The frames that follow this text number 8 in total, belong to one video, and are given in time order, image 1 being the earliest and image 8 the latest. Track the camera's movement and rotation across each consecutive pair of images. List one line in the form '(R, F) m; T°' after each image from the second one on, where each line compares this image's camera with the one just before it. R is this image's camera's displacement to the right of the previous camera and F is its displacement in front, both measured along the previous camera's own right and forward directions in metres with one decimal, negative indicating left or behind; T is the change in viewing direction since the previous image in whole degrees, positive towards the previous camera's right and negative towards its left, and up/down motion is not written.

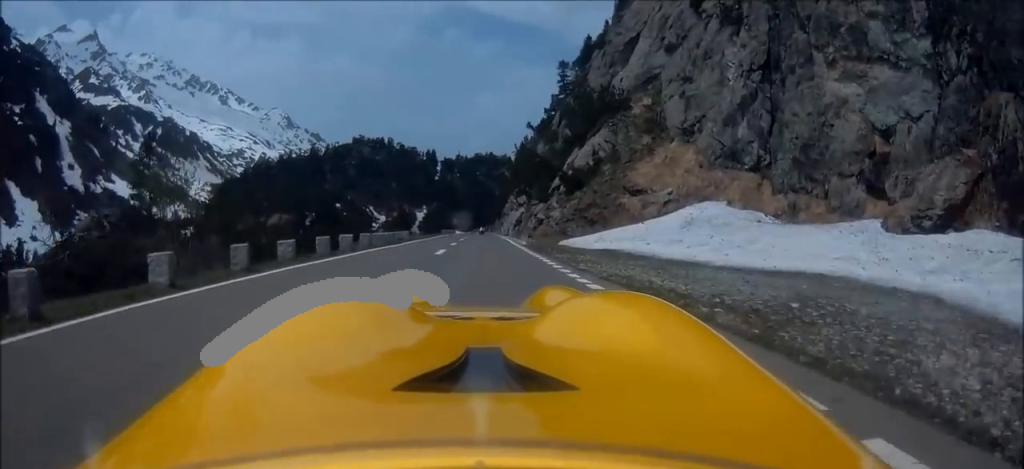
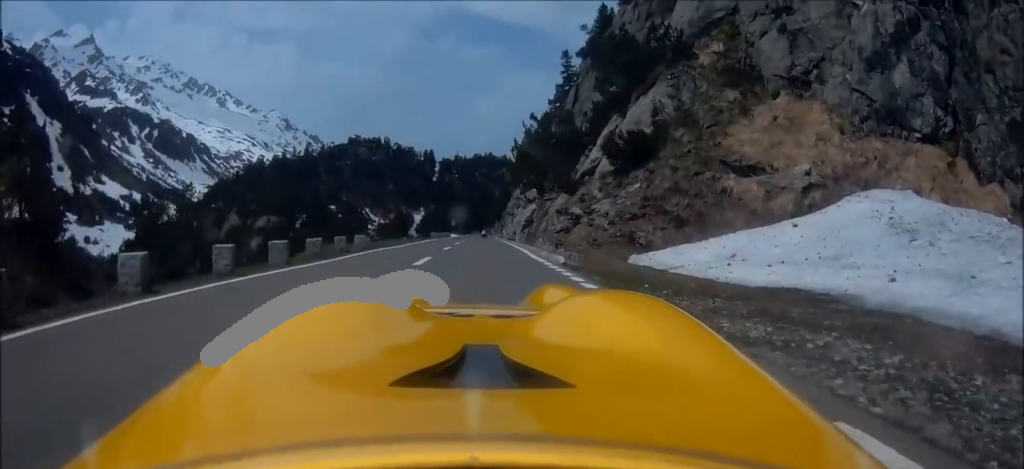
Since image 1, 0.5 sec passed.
(-0.2, +12.4) m; 0°
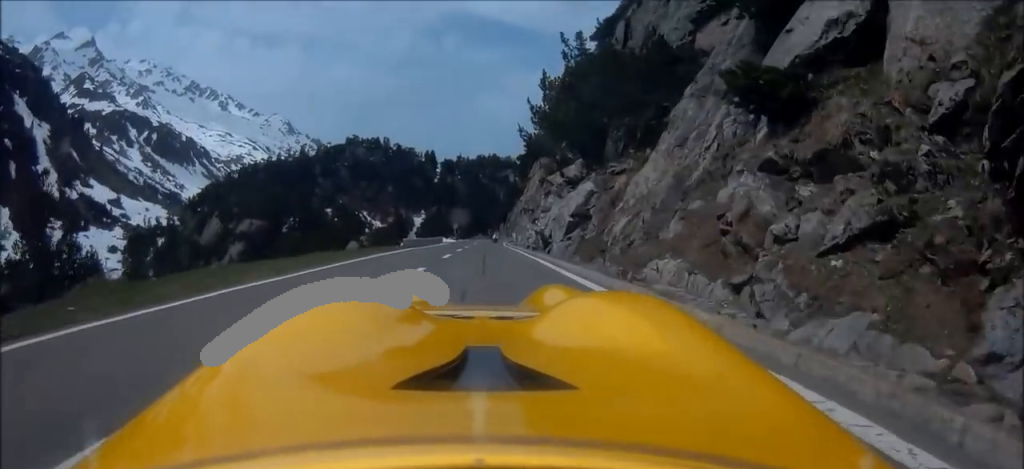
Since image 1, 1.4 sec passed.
(+0.1, +20.1) m; 0°
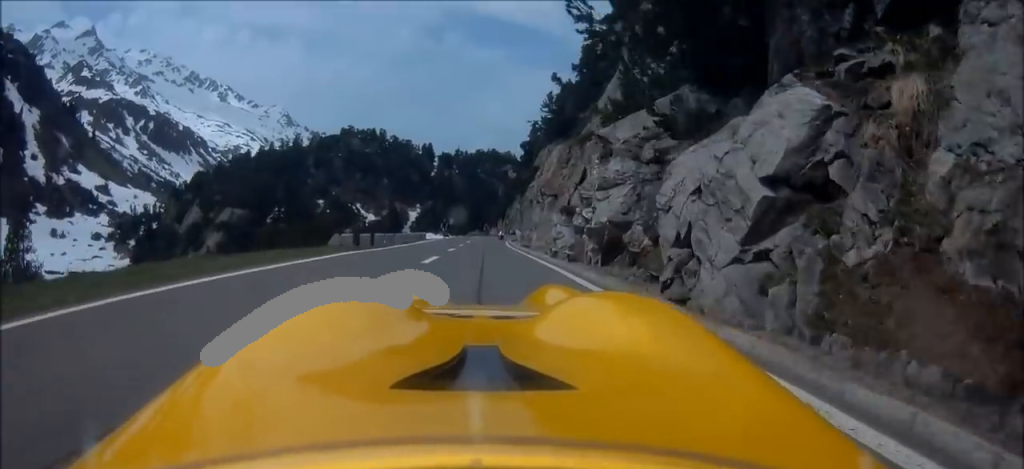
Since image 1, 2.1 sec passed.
(+0.2, +14.1) m; 0°
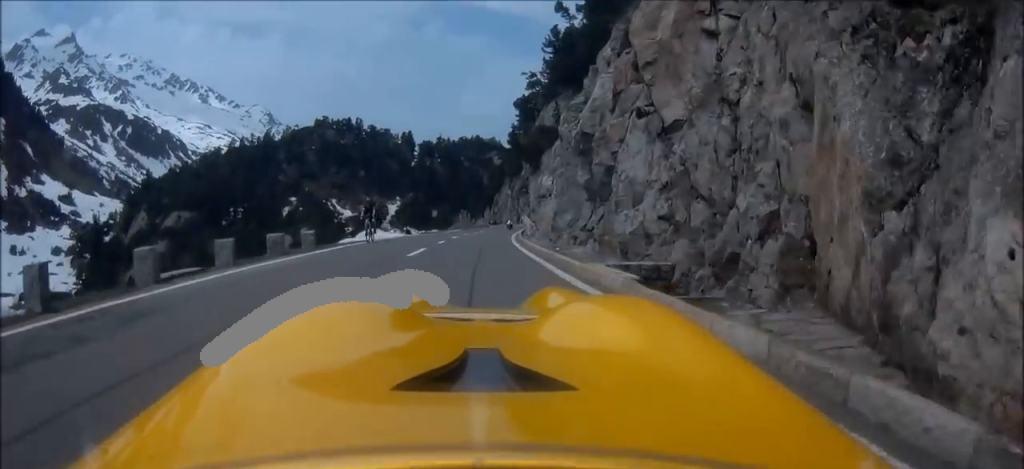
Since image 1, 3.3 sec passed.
(-0.2, +26.6) m; 0°
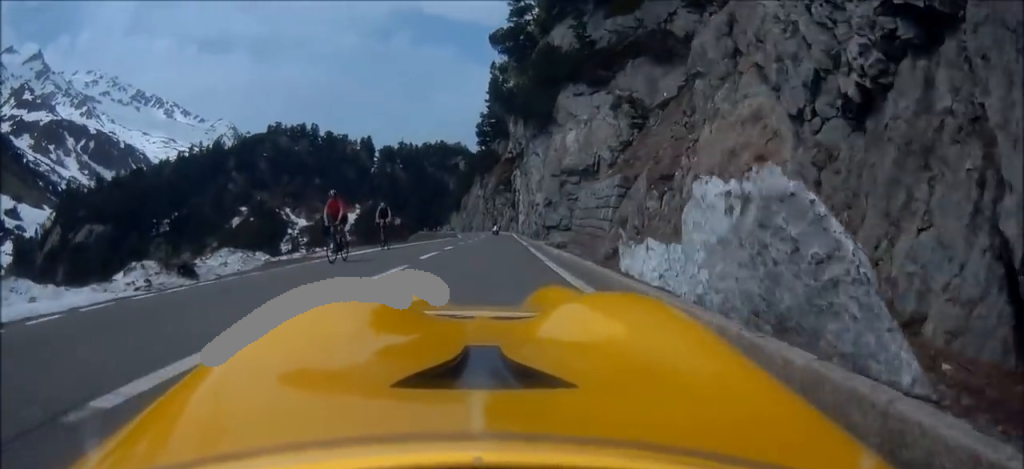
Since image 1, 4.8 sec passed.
(-0.1, +30.4) m; +1°
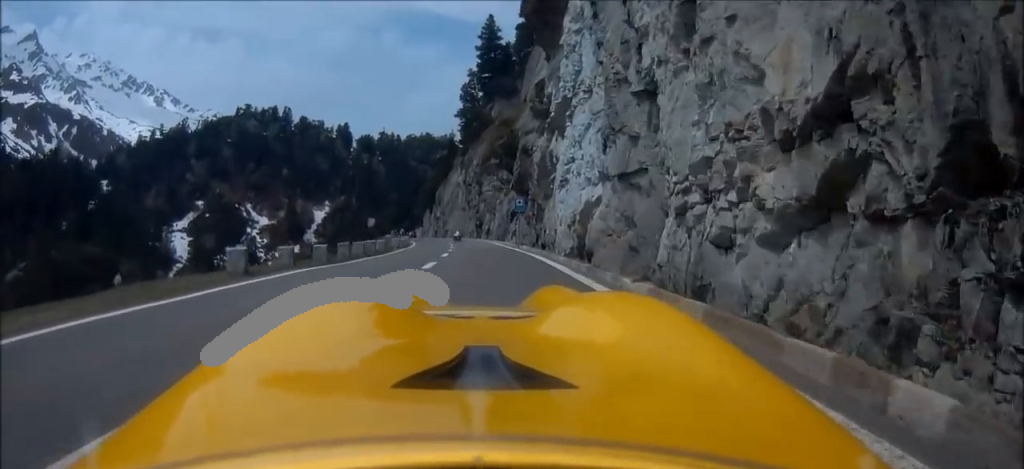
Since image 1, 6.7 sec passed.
(+0.4, +37.4) m; -2°
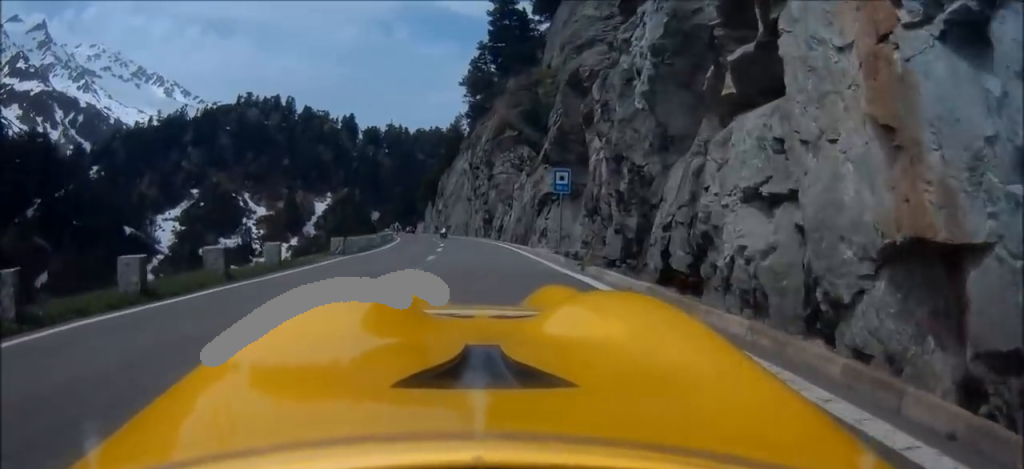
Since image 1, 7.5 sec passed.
(-0.4, +15.6) m; -2°
